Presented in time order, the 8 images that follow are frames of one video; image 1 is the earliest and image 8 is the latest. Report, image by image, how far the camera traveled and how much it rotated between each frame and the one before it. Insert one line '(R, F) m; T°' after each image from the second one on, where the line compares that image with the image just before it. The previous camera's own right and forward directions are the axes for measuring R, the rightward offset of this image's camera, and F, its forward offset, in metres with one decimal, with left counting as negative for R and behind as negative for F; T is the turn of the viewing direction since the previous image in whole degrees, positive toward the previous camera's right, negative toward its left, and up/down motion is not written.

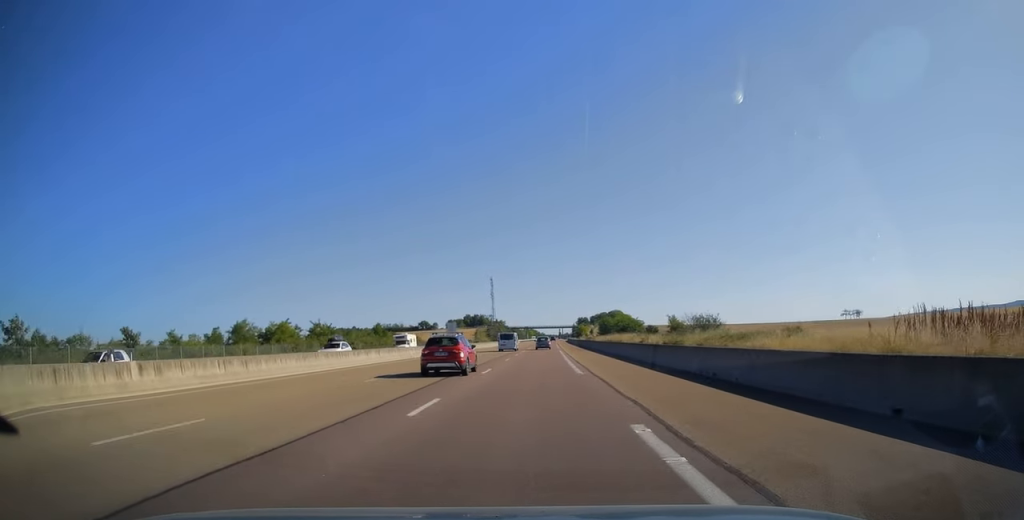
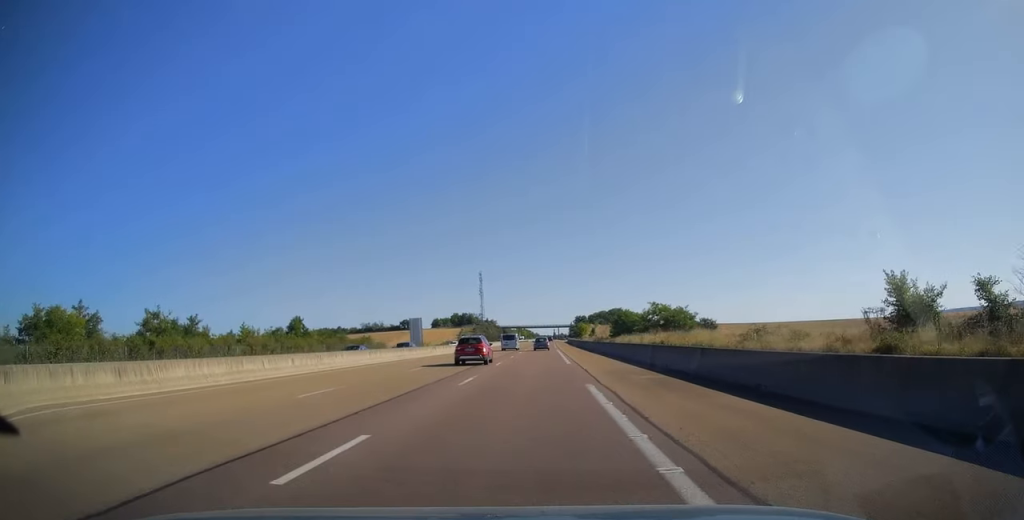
(+0.3, +44.1) m; +1°
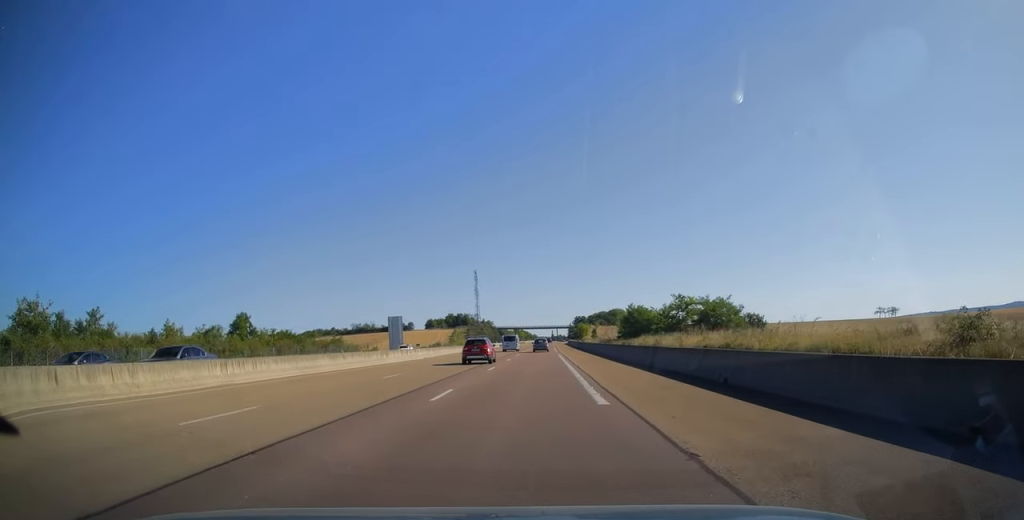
(+0.1, +17.7) m; 0°
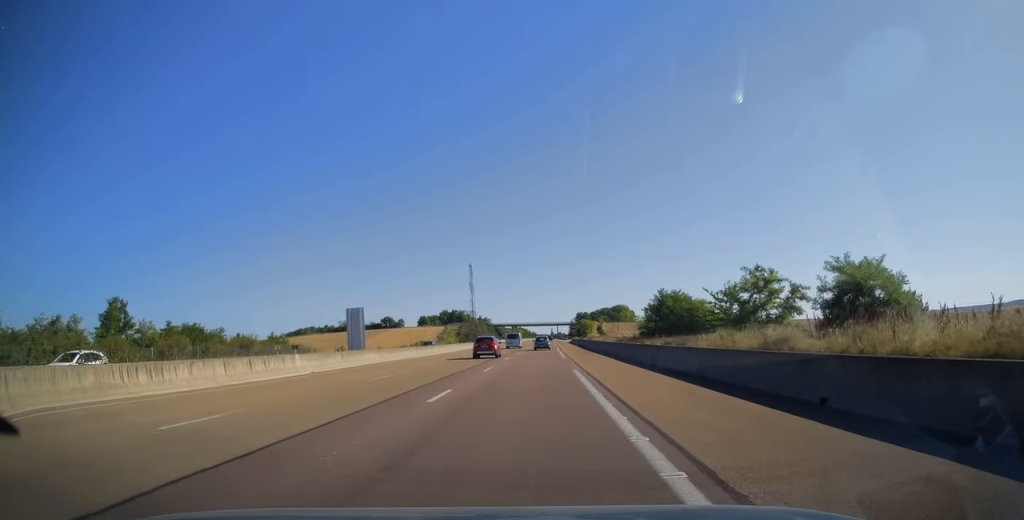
(0.0, +26.4) m; 0°
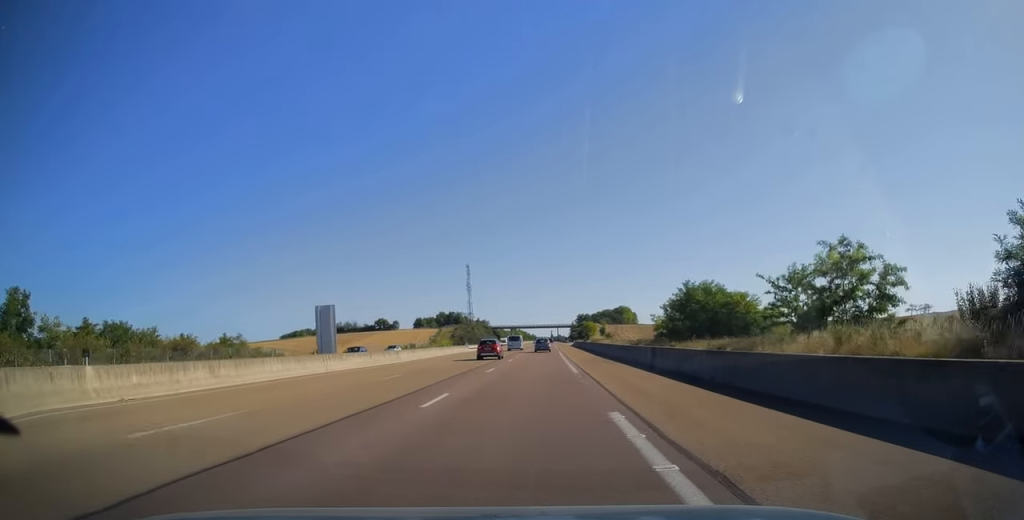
(-0.1, +13.7) m; 0°
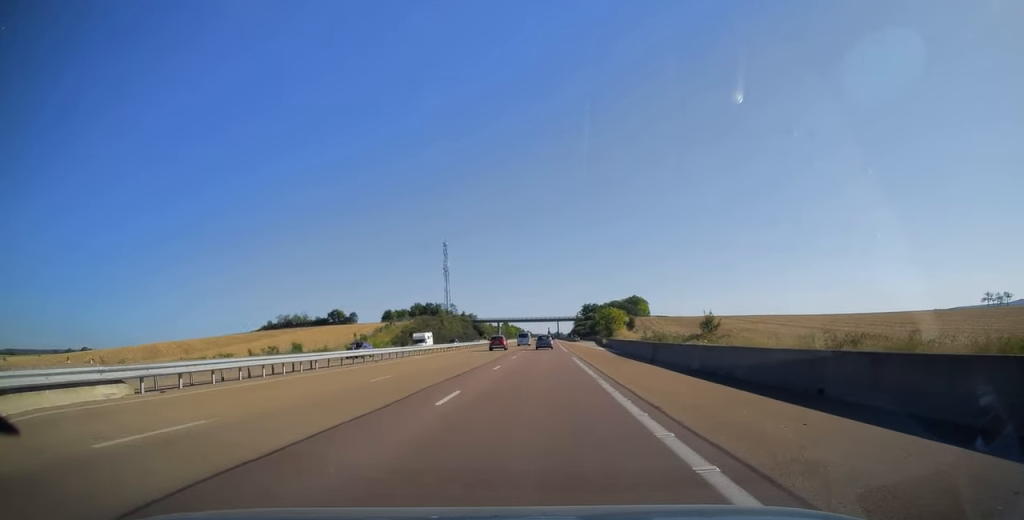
(+0.5, +78.1) m; 0°
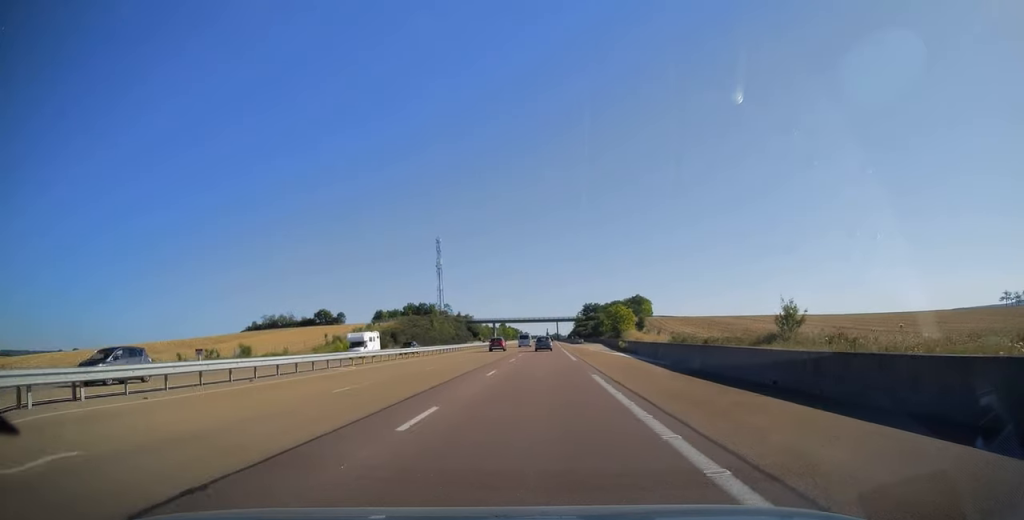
(-0.1, +16.2) m; 0°
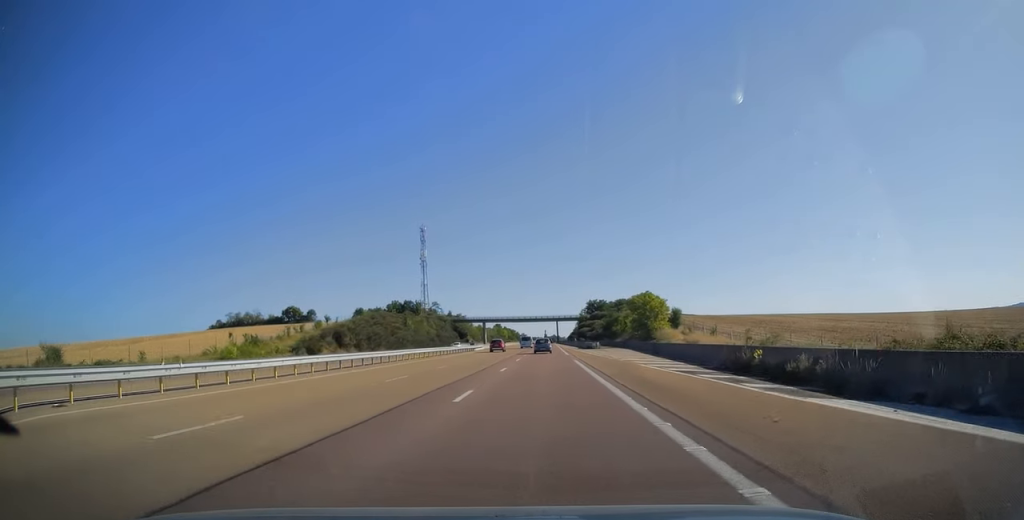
(+0.1, +34.5) m; 0°
